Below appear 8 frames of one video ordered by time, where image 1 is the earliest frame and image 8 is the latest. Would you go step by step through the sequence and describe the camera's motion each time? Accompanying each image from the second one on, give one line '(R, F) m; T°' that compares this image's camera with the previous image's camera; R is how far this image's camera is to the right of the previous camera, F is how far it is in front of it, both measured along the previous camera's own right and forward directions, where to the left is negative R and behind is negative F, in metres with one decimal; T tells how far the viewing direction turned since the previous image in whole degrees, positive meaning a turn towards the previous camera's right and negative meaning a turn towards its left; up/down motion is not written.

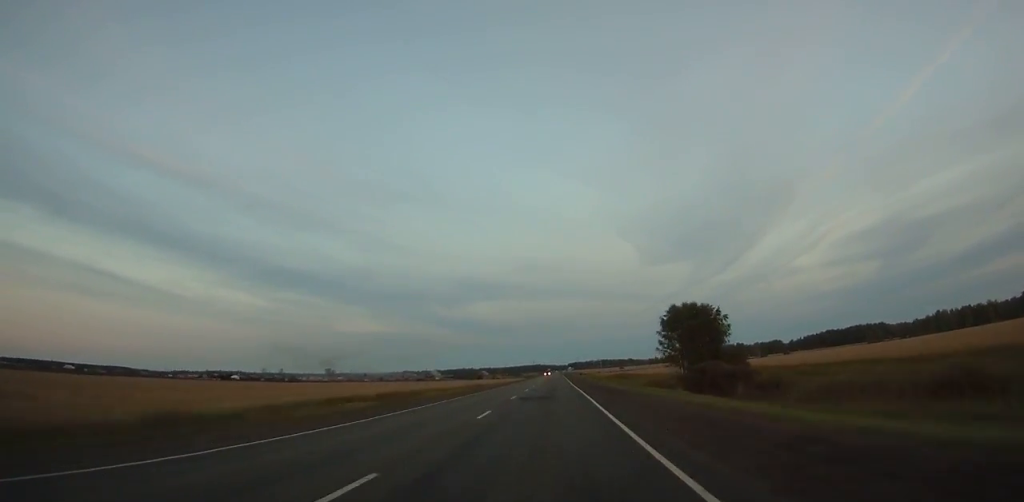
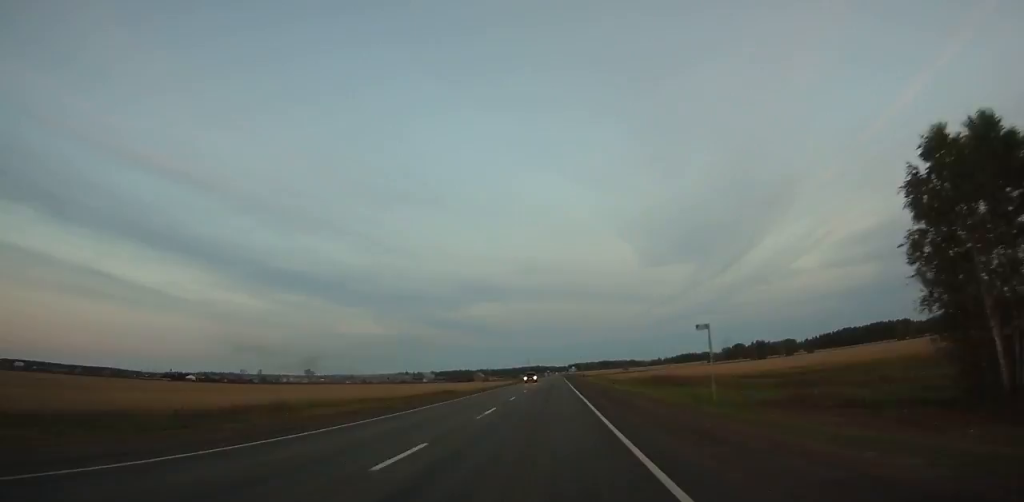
(-0.4, +57.2) m; 0°
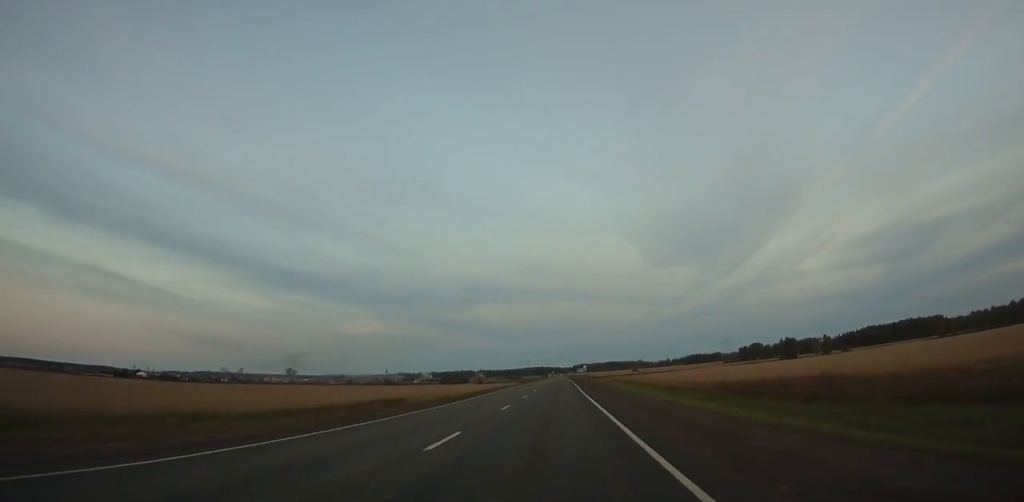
(-0.2, +54.1) m; 0°
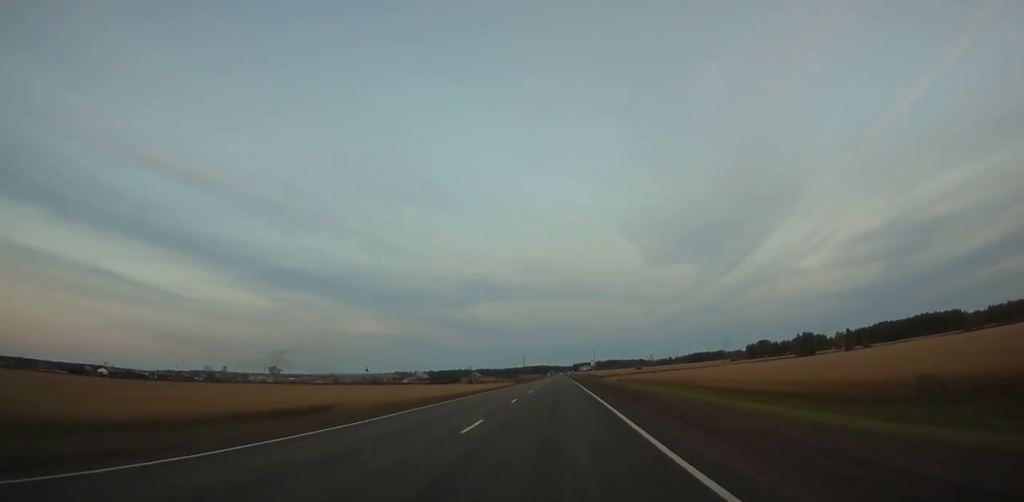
(-0.2, +34.0) m; 0°
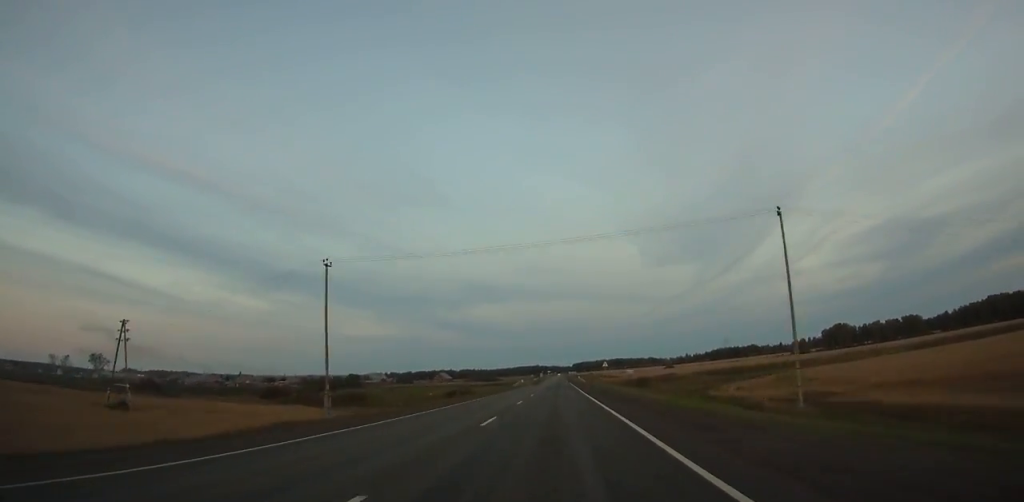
(+1.2, +222.9) m; +1°
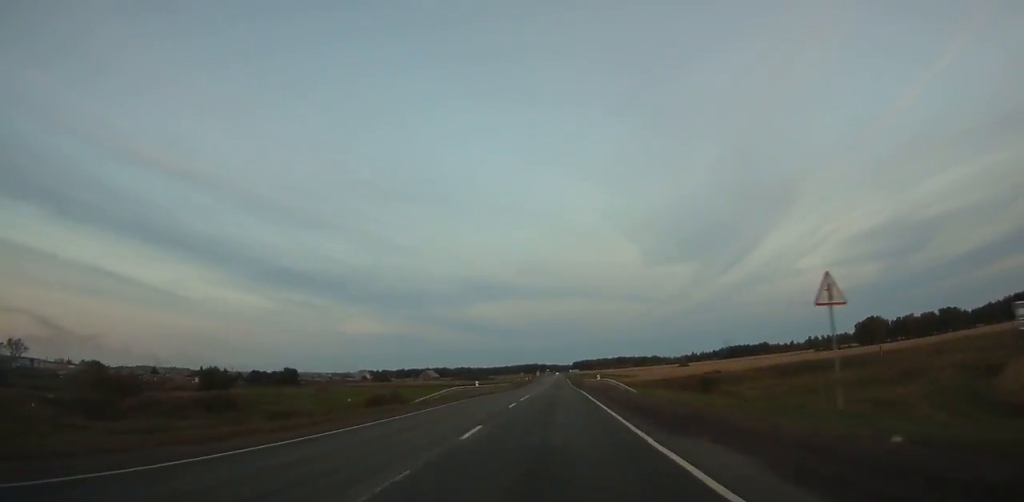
(-0.1, +61.1) m; 0°
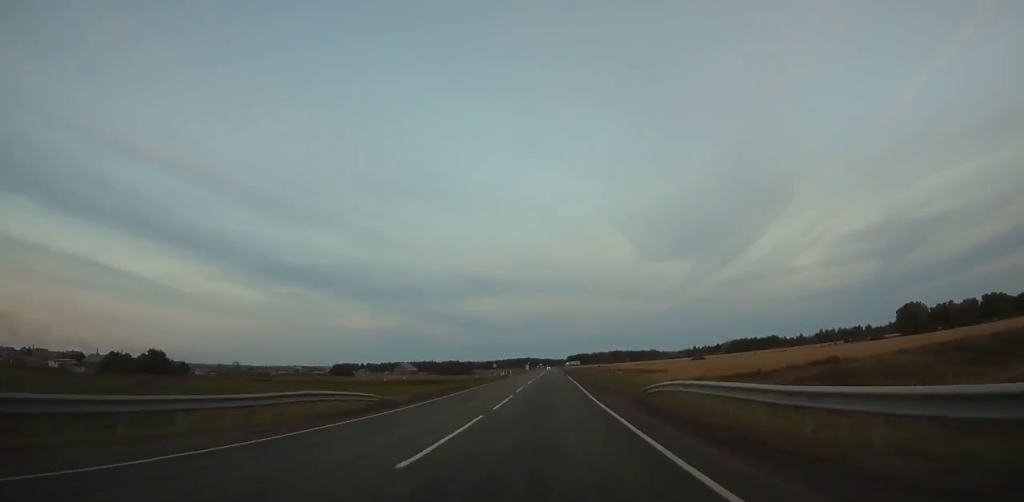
(+0.2, +70.3) m; 0°
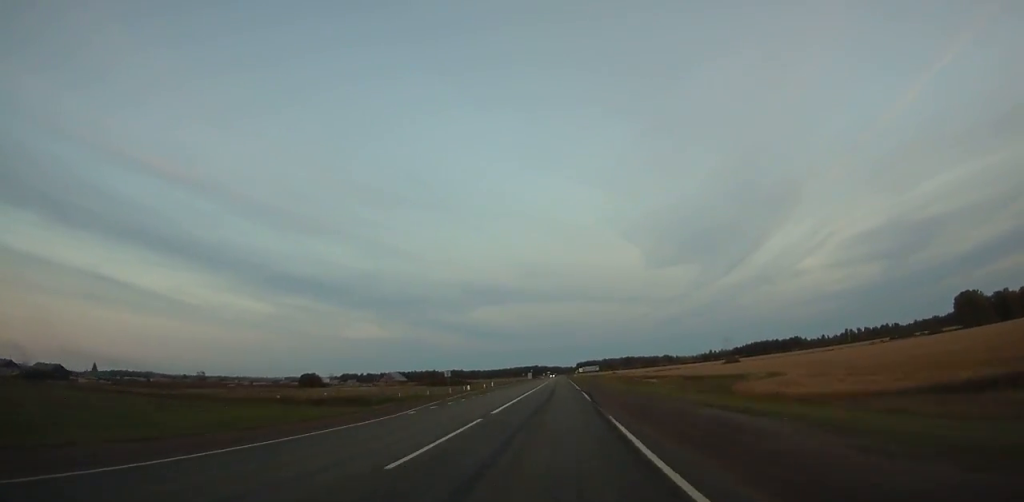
(+0.1, +58.9) m; 0°
